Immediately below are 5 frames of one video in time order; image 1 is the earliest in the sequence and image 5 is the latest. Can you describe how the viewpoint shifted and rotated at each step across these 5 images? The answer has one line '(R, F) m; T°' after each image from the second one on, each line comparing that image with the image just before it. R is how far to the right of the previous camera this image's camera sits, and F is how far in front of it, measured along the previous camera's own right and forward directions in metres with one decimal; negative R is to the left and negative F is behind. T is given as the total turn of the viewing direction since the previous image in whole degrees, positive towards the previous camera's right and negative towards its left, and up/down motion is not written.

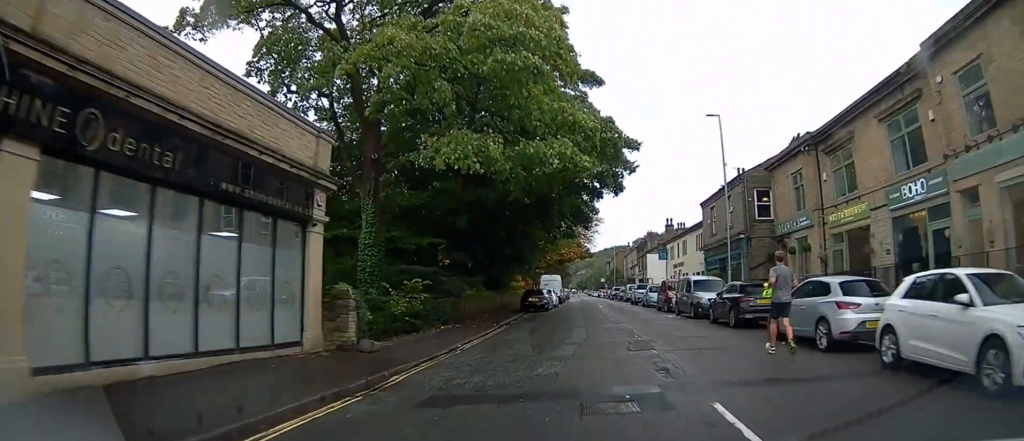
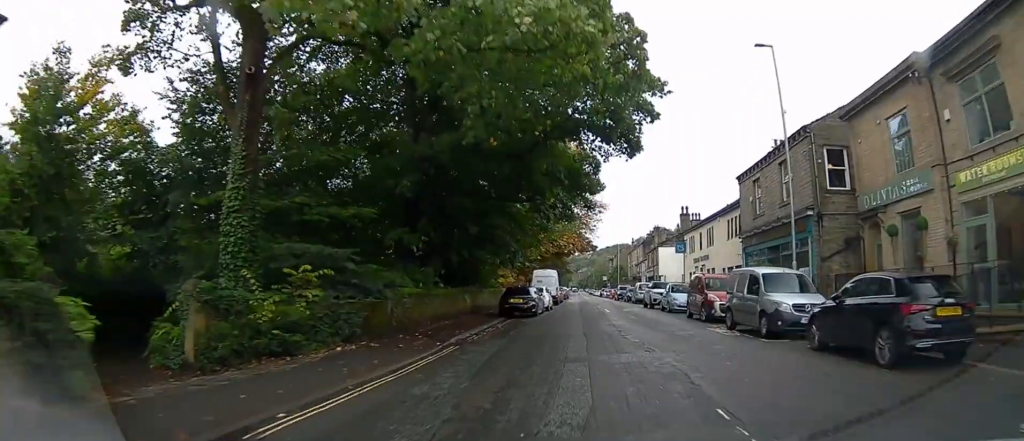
(-0.2, +9.3) m; 0°
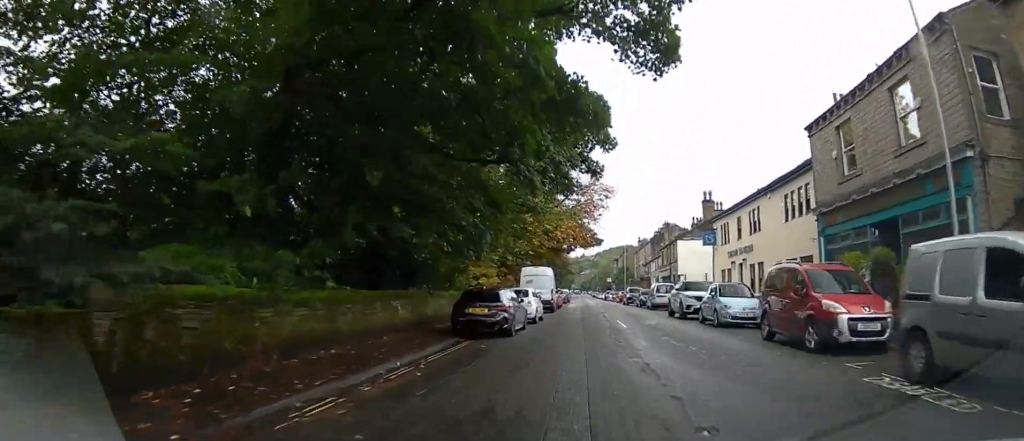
(0.0, +9.7) m; -1°
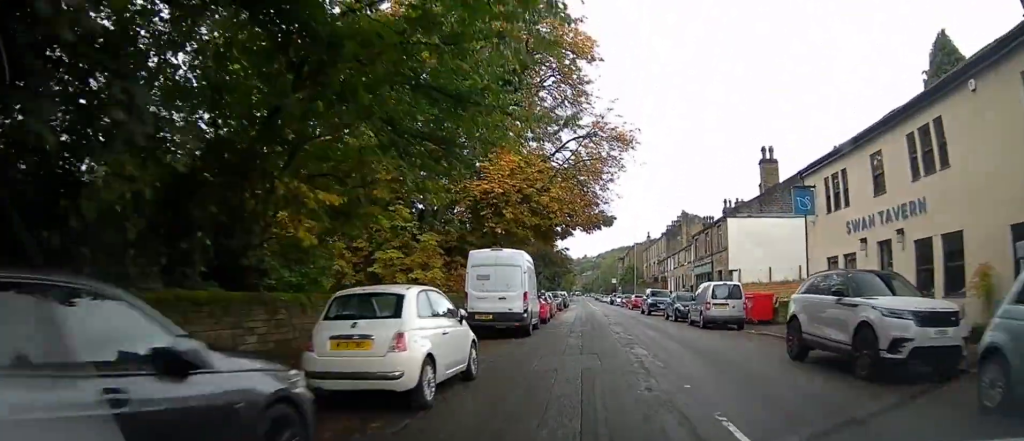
(-0.3, +15.6) m; -1°
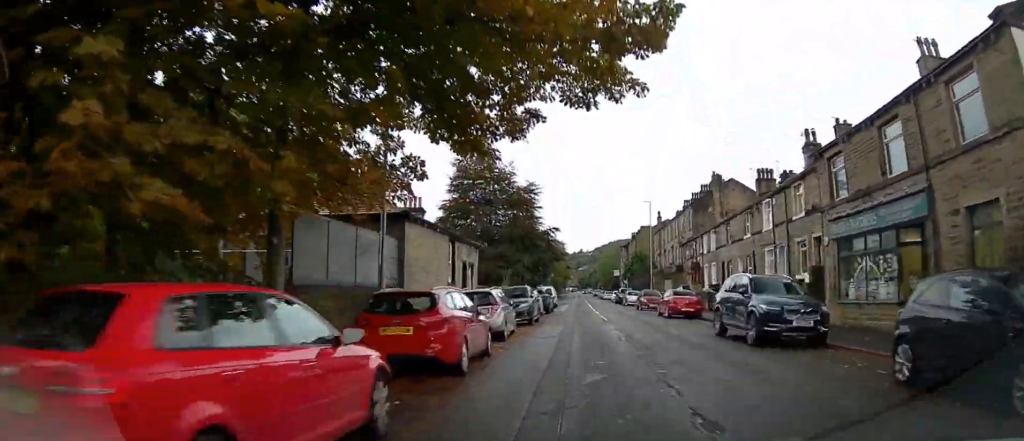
(+0.1, +22.7) m; 0°
